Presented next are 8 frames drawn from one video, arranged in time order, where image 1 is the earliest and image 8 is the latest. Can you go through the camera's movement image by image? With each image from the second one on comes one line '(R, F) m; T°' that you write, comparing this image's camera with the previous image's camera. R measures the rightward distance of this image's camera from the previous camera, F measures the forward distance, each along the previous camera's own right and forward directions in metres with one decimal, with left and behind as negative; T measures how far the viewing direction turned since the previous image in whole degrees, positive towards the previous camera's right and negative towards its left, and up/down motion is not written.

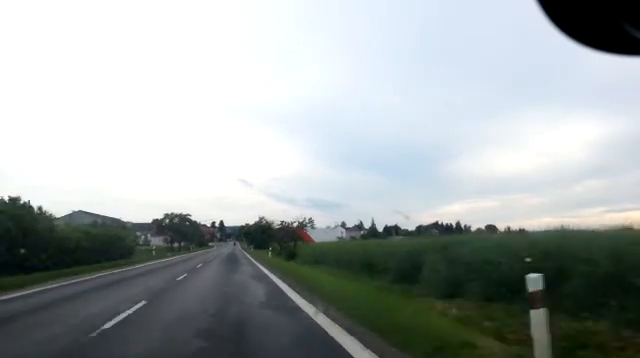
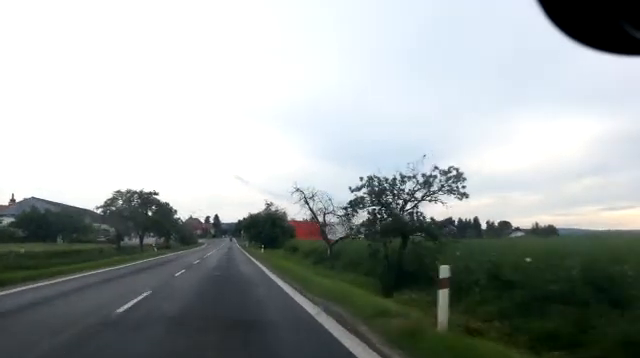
(-0.3, +34.2) m; +1°
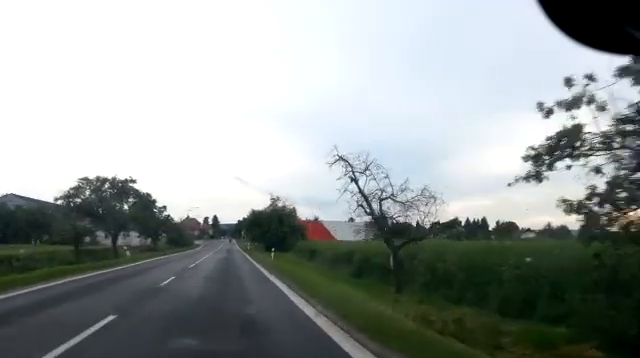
(+0.2, +11.8) m; +1°
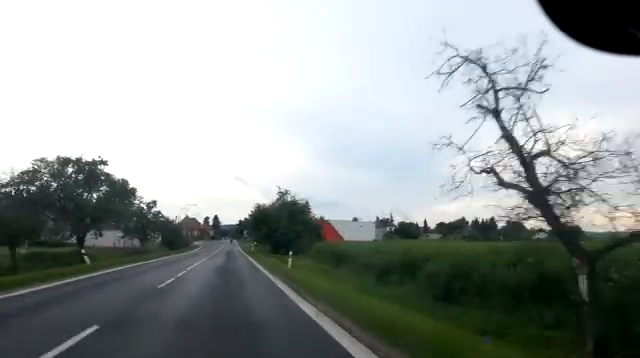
(+0.1, +9.7) m; 0°
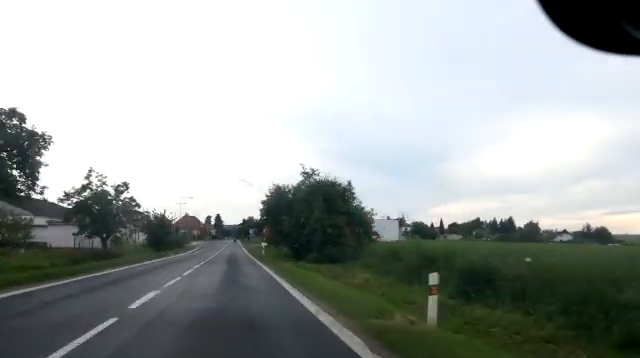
(-0.1, +17.2) m; -1°
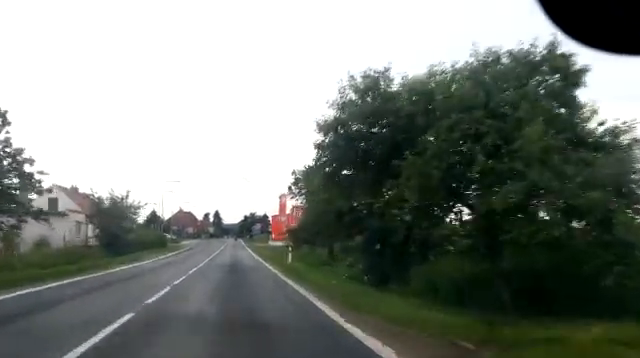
(-0.2, +21.9) m; -1°
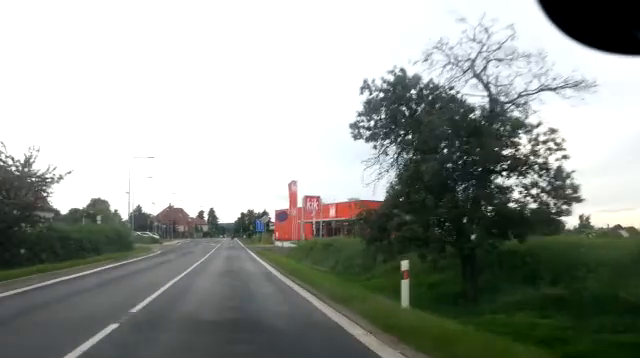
(0.0, +18.3) m; +1°
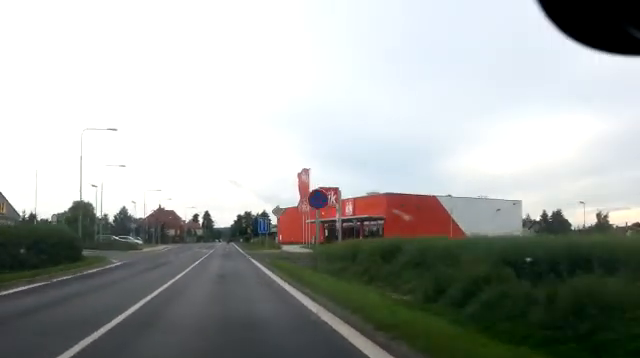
(+0.1, +13.5) m; 0°
